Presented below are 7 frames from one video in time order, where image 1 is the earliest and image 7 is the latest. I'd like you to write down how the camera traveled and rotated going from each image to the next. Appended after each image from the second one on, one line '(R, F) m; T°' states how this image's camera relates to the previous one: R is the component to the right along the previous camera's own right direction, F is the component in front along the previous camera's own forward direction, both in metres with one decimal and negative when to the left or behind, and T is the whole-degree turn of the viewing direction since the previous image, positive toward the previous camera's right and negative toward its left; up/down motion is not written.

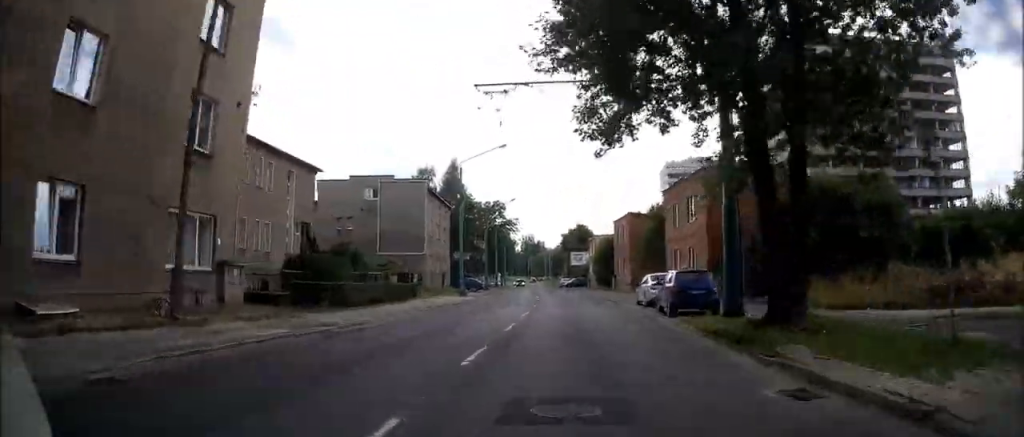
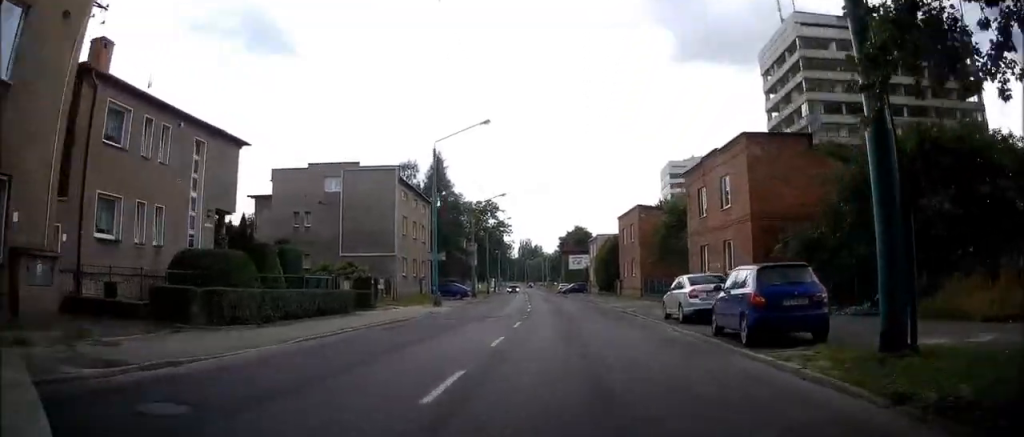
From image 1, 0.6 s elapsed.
(+0.2, +8.4) m; +1°
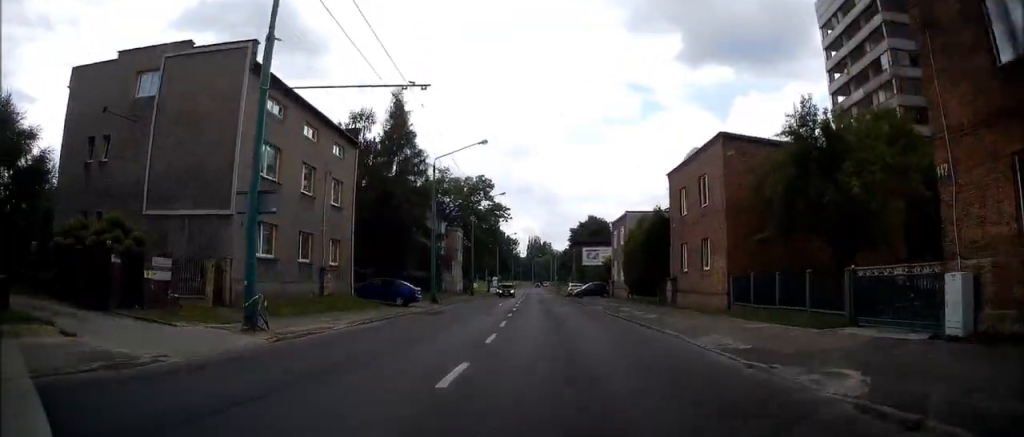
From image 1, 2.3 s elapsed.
(+0.2, +23.2) m; 0°
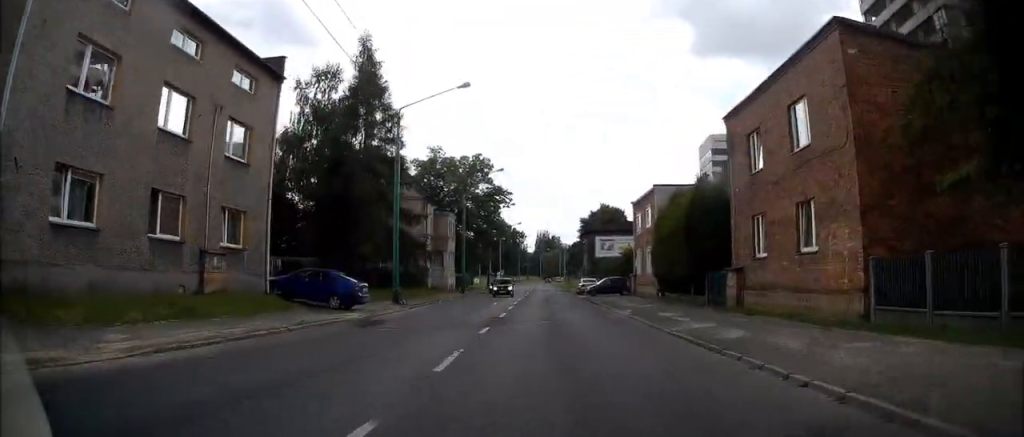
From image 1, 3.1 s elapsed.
(-0.3, +11.1) m; 0°
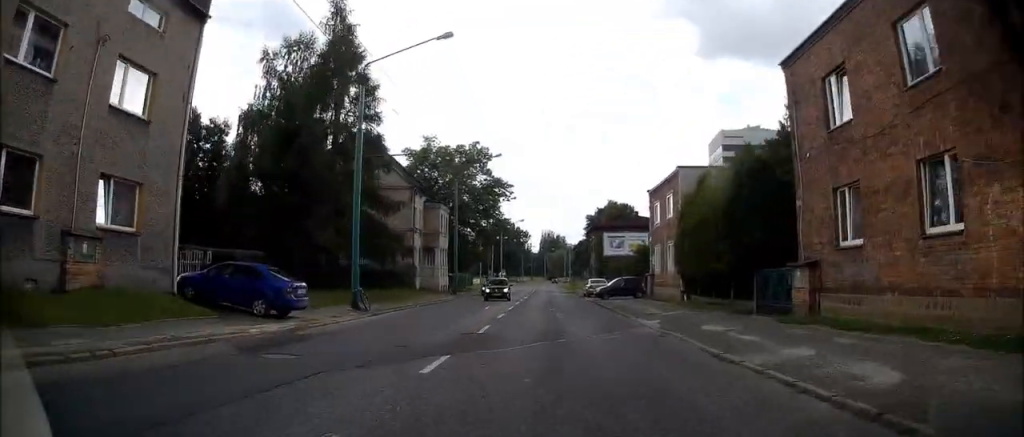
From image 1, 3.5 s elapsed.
(+0.2, +6.5) m; 0°
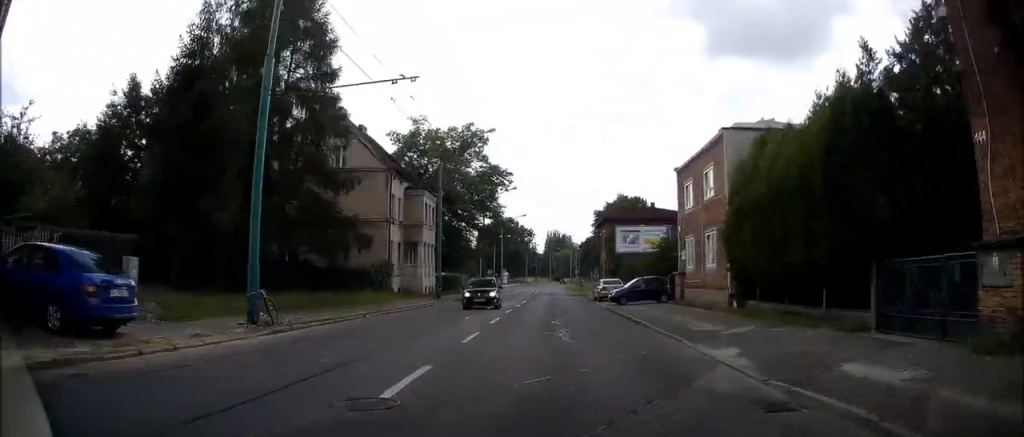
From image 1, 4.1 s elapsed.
(+0.2, +8.3) m; 0°
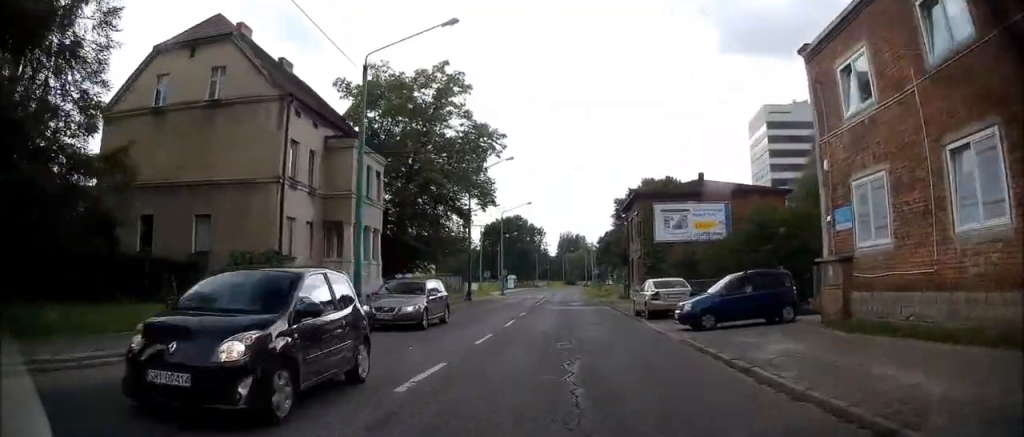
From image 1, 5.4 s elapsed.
(-0.8, +17.0) m; -3°
